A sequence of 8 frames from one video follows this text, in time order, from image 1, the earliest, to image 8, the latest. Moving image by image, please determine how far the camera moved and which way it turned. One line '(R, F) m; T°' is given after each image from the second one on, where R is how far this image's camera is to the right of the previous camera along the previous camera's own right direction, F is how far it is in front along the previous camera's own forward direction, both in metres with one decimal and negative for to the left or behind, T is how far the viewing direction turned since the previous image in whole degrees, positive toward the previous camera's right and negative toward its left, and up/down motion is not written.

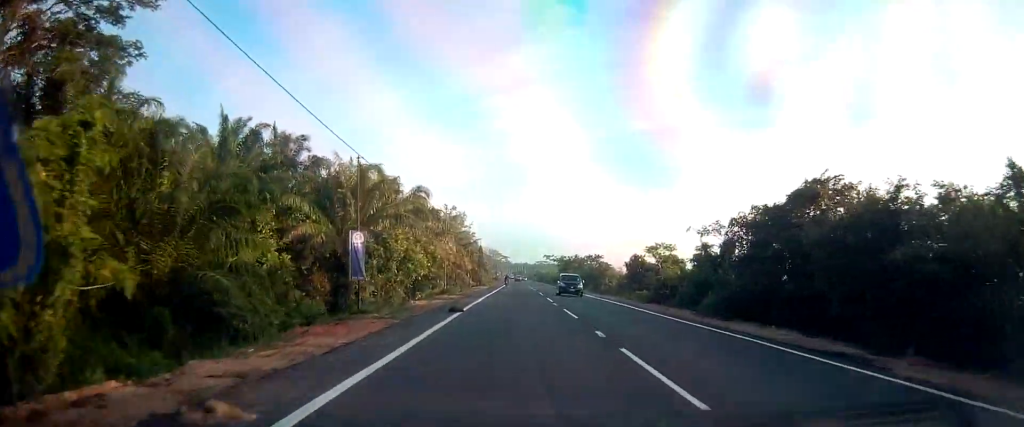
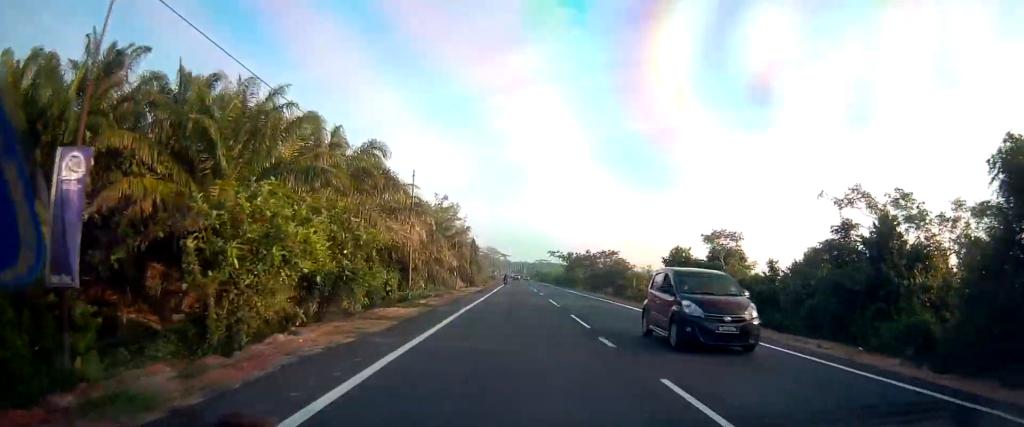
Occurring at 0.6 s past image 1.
(0.0, +15.0) m; 0°
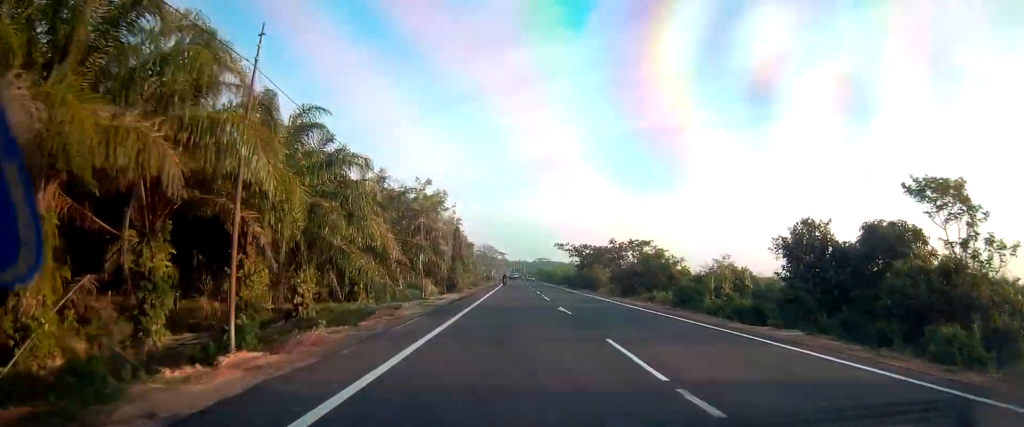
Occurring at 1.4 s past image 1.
(0.0, +19.8) m; 0°
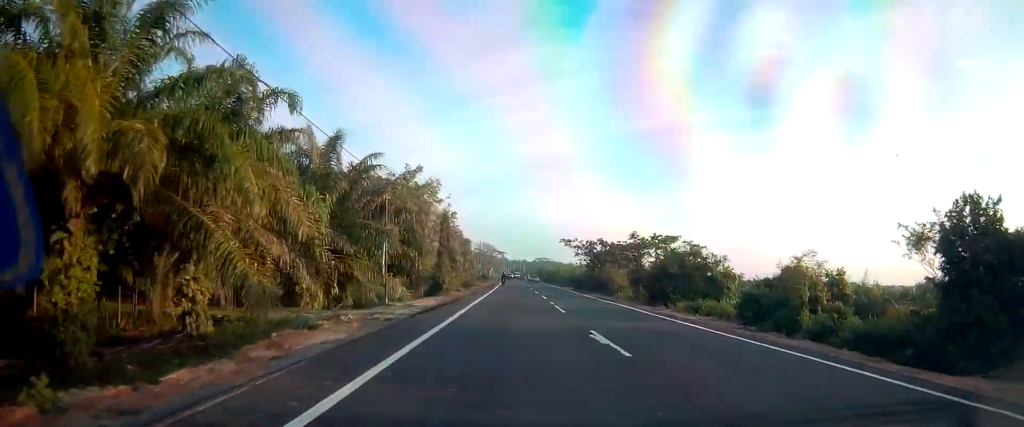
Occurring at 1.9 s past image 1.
(0.0, +10.1) m; 0°
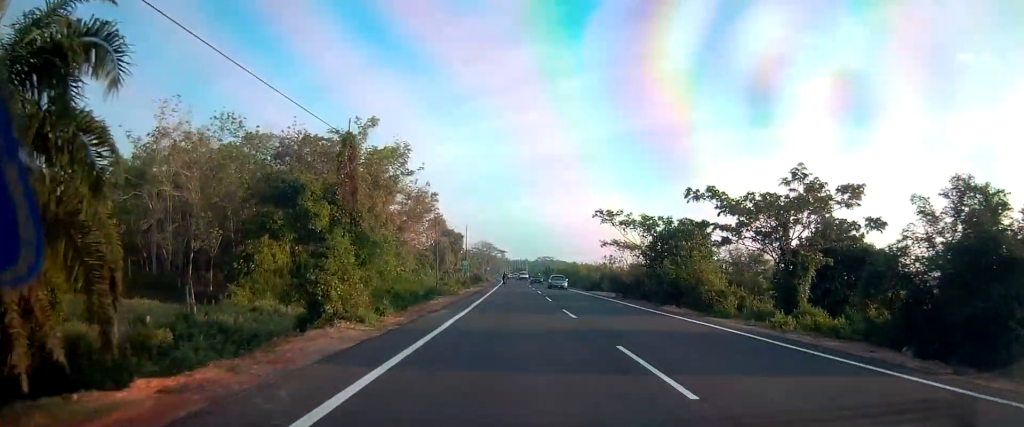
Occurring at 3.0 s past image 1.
(0.0, +27.5) m; 0°
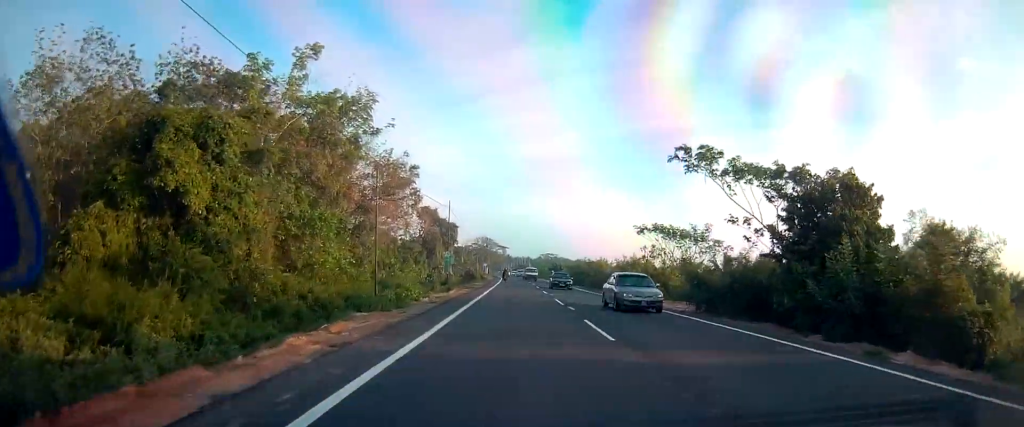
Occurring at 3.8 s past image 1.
(0.0, +18.7) m; 0°
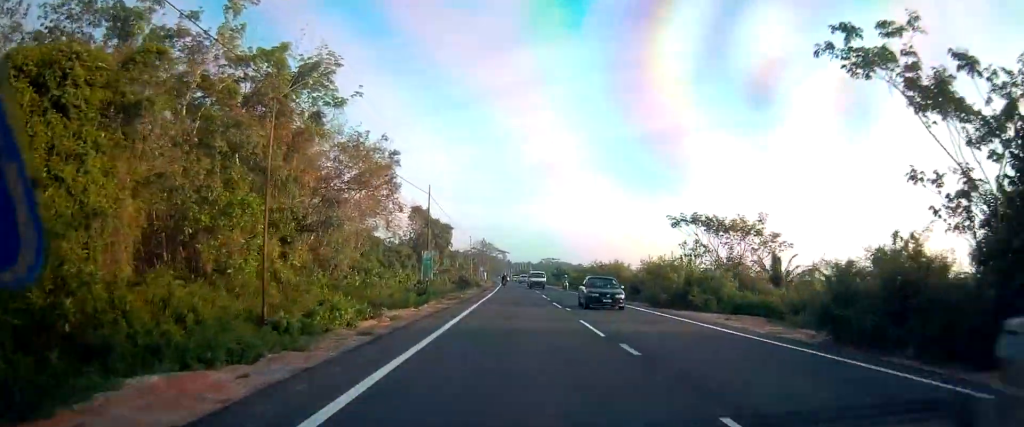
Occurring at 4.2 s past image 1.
(0.0, +10.6) m; 0°
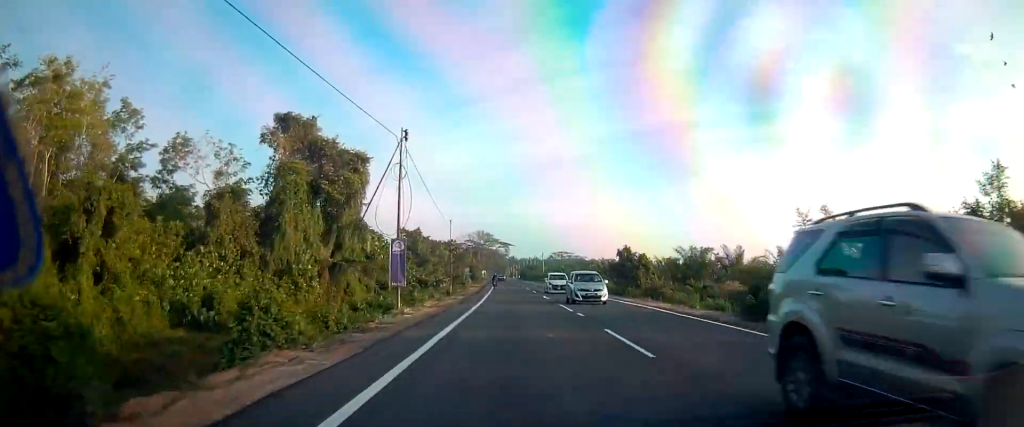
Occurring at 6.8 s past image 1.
(-1.6, +63.7) m; -2°
